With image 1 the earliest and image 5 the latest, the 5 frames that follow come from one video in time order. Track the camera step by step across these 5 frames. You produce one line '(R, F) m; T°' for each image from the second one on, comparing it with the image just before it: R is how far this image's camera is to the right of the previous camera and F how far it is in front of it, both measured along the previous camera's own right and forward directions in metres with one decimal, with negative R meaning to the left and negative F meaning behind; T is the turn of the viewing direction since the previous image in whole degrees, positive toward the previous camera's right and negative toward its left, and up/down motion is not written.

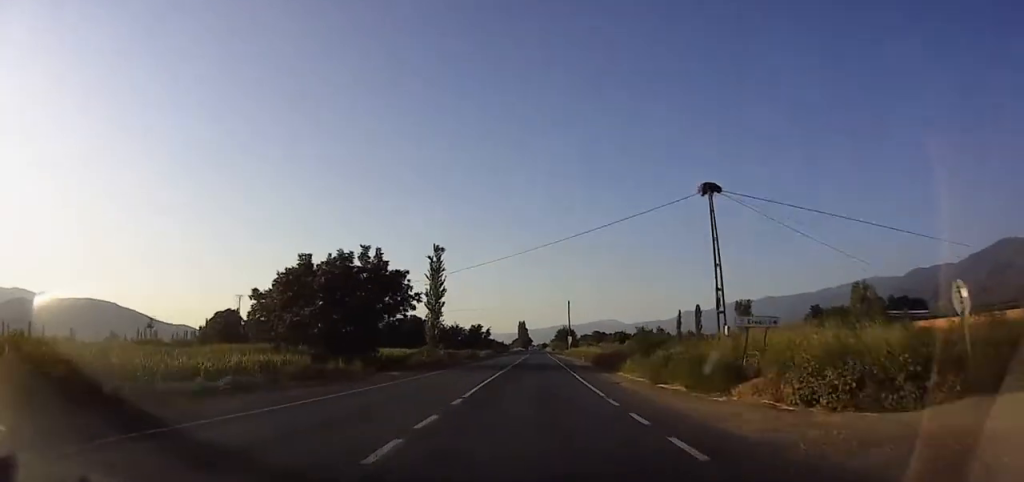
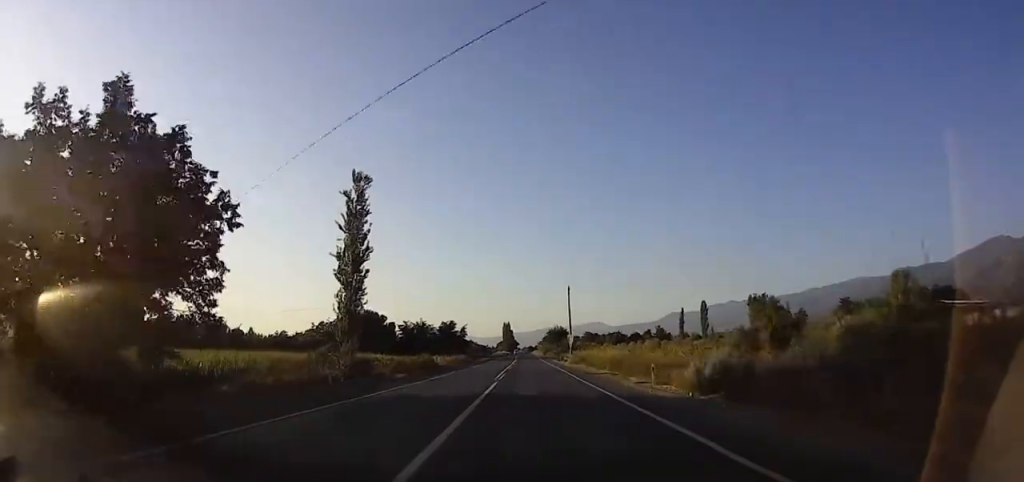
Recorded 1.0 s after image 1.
(0.0, +28.0) m; 0°
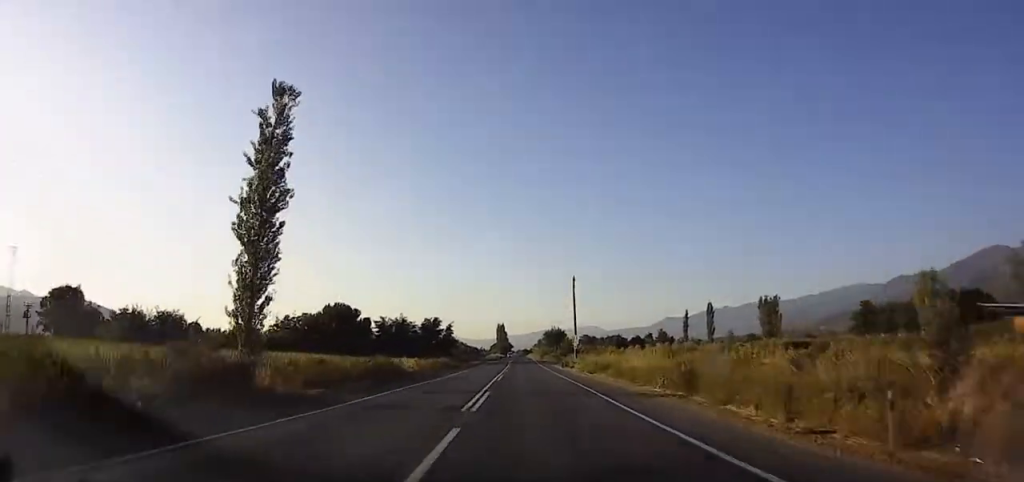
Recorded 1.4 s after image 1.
(0.0, +13.5) m; 0°
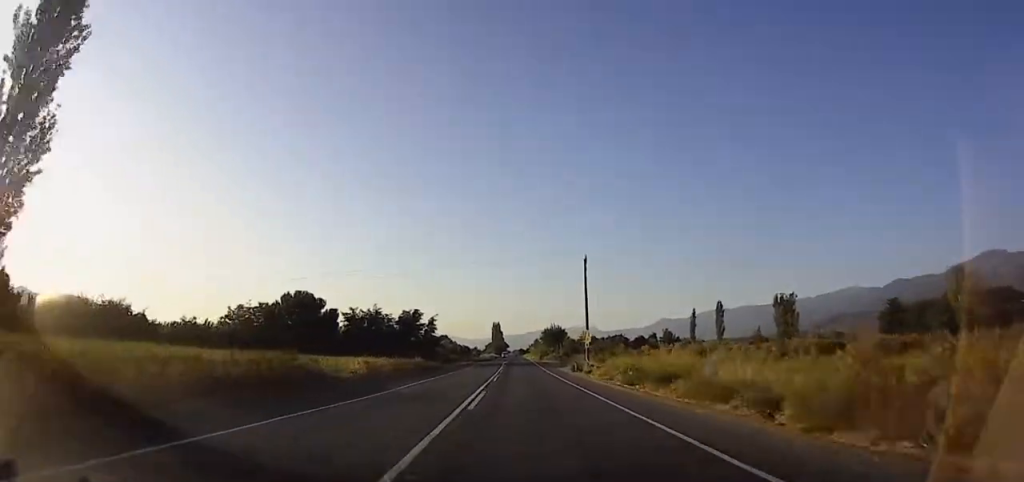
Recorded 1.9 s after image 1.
(0.0, +14.5) m; 0°
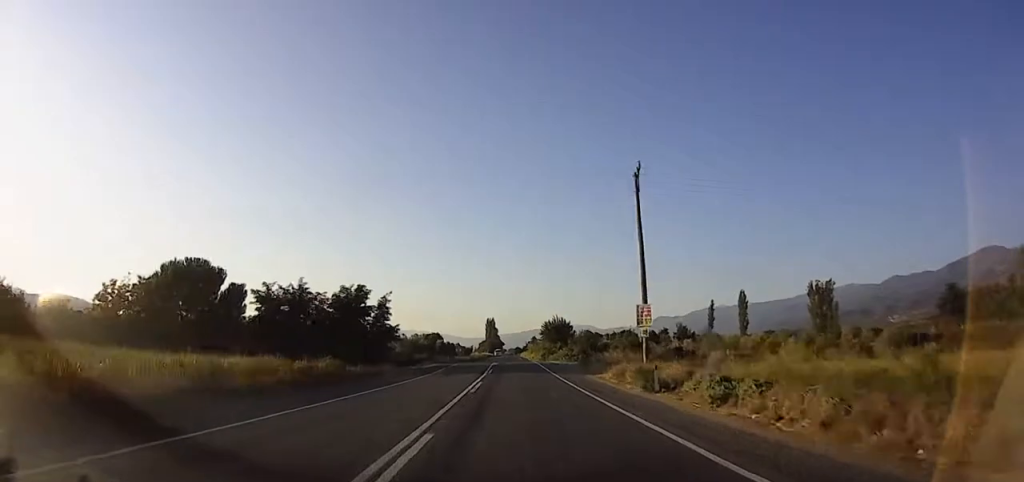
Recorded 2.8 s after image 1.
(0.0, +25.1) m; +1°
